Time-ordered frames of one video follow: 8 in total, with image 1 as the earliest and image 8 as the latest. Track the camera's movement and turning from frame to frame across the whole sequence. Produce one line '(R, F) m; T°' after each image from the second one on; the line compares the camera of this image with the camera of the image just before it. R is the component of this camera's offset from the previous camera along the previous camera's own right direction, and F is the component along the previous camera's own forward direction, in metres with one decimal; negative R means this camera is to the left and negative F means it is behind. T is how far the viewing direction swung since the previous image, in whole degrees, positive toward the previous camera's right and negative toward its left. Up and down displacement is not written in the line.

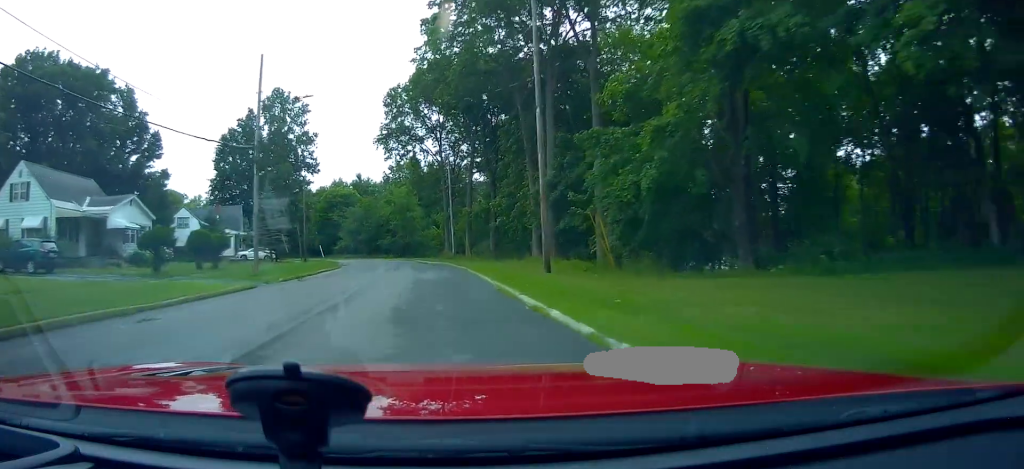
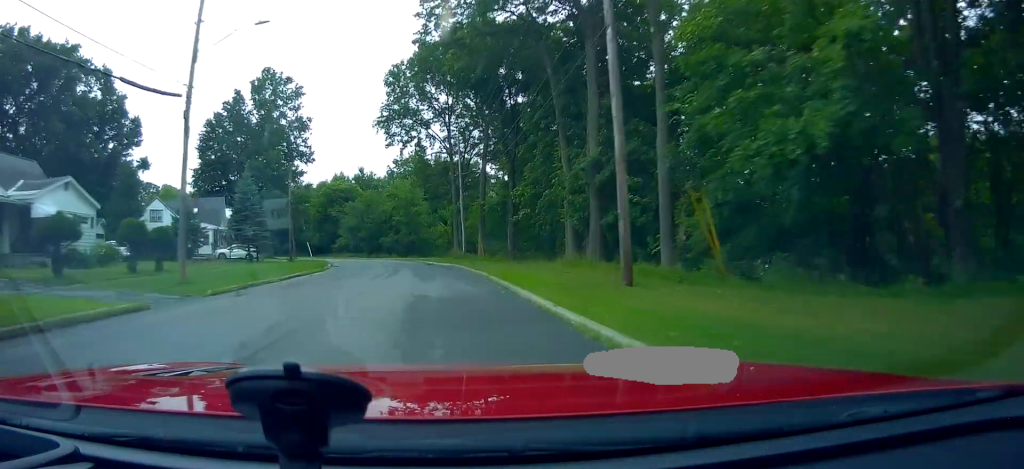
(0.0, +8.9) m; -2°
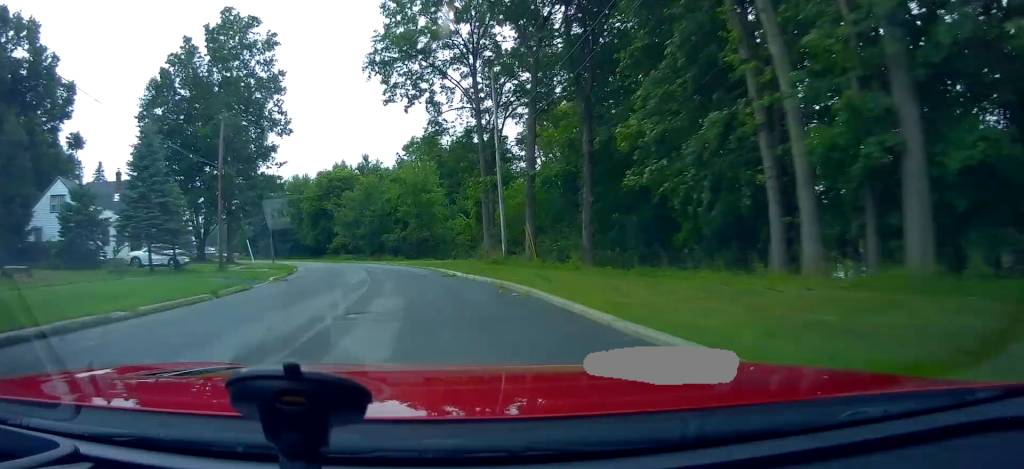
(-1.3, +20.6) m; -6°
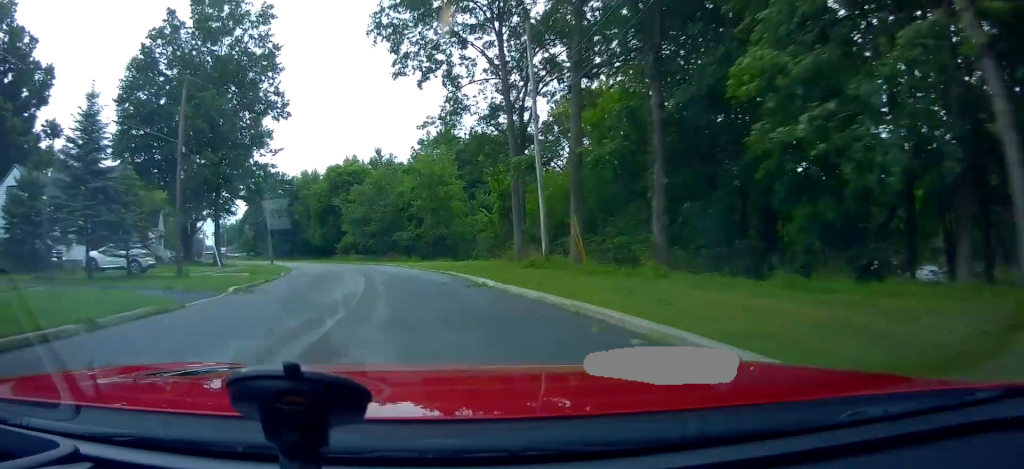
(-0.3, +7.5) m; 0°
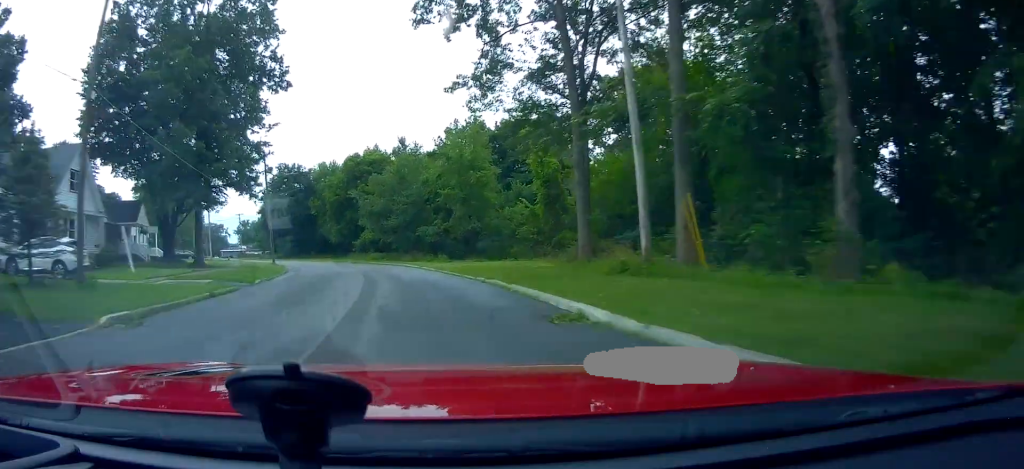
(+0.4, +9.5) m; -2°
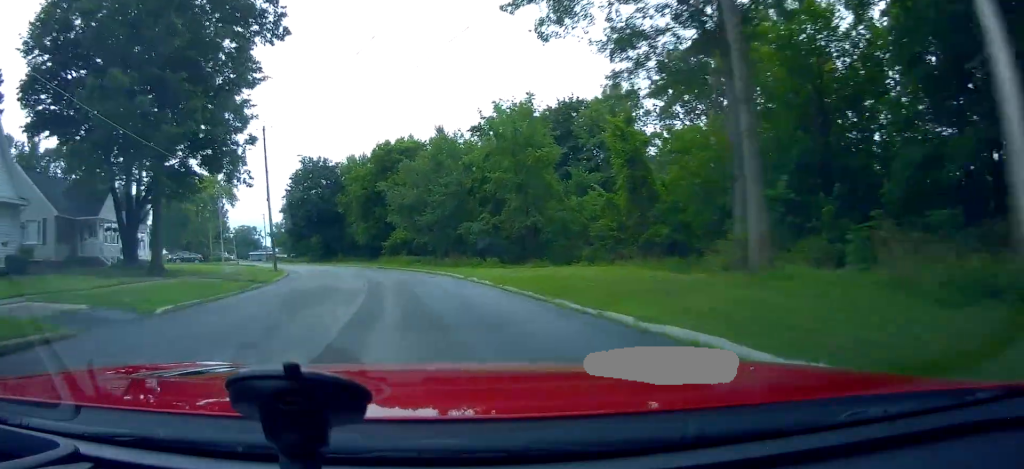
(-0.7, +11.7) m; -4°
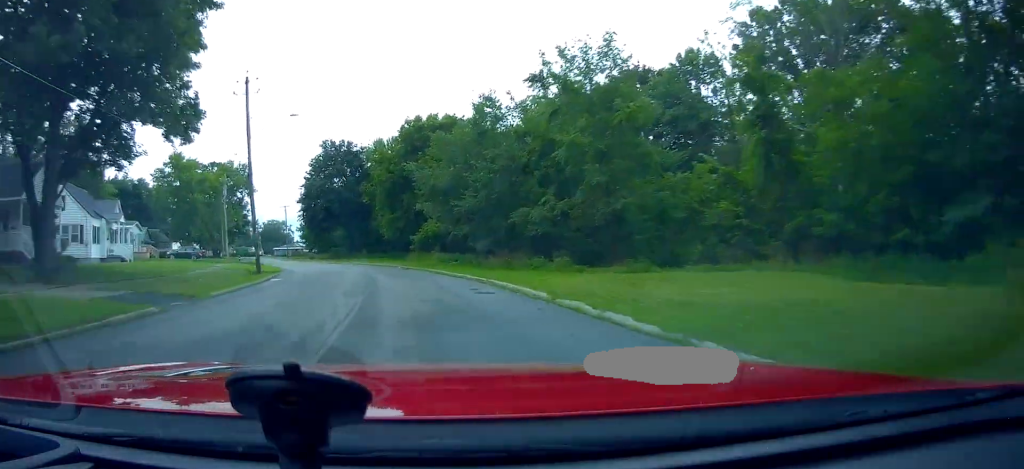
(-0.2, +11.9) m; -2°
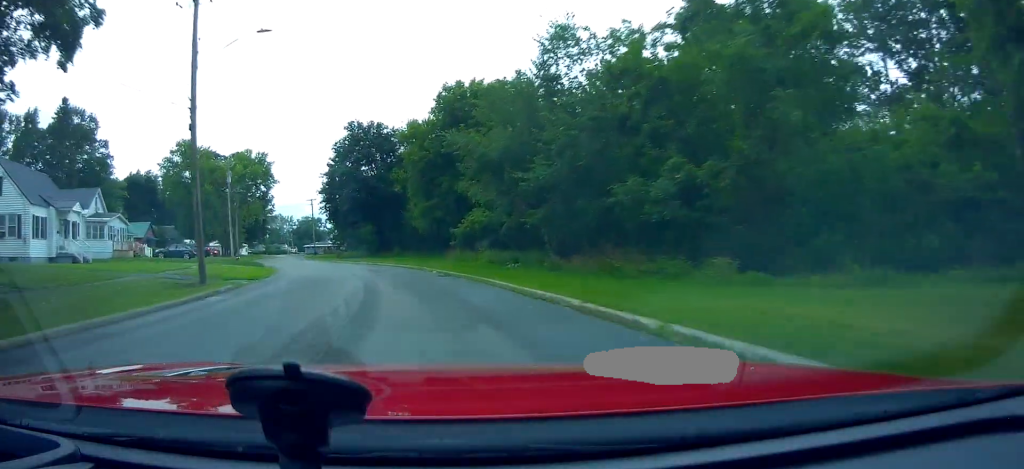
(-0.2, +12.1) m; -4°
